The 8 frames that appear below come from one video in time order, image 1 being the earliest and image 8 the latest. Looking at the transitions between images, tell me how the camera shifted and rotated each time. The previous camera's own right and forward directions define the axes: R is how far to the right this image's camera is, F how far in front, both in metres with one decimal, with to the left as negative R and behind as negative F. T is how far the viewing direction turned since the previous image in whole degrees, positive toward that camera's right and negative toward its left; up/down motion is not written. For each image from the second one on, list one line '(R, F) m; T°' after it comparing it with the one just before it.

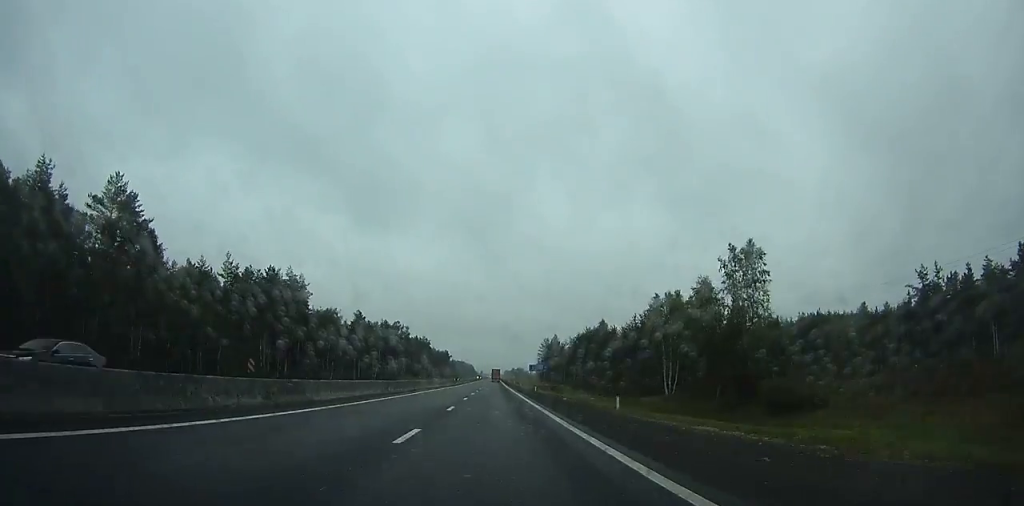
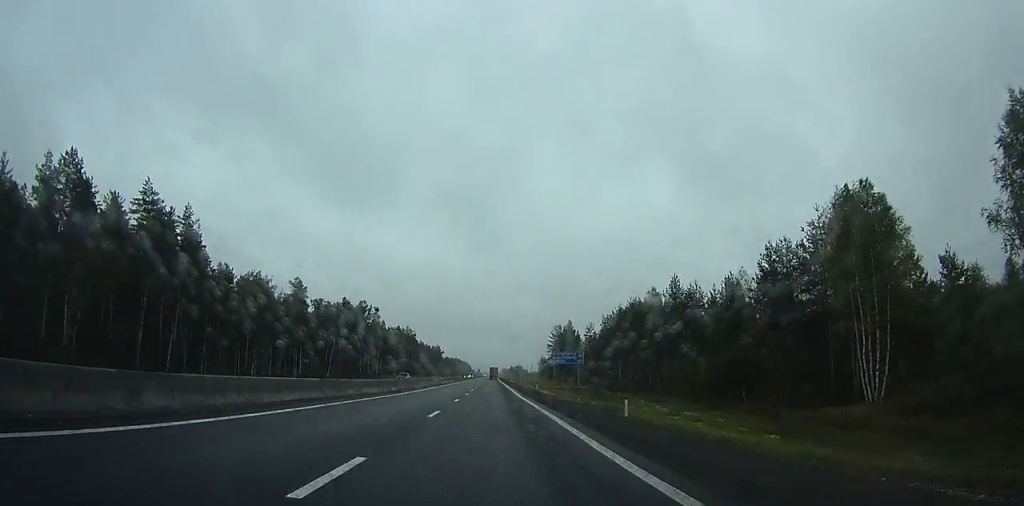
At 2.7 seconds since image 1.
(+0.1, +53.3) m; +1°
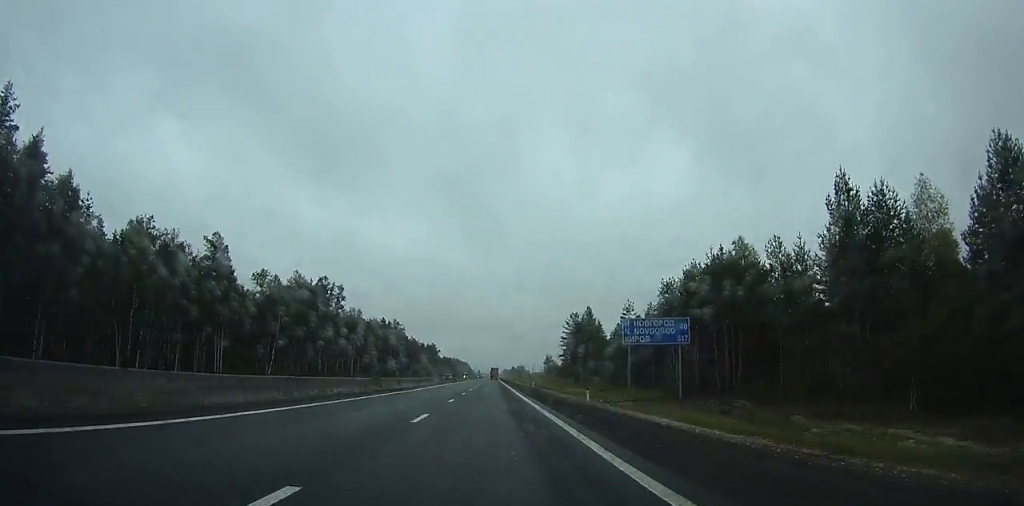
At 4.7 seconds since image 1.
(+0.3, +38.6) m; +1°
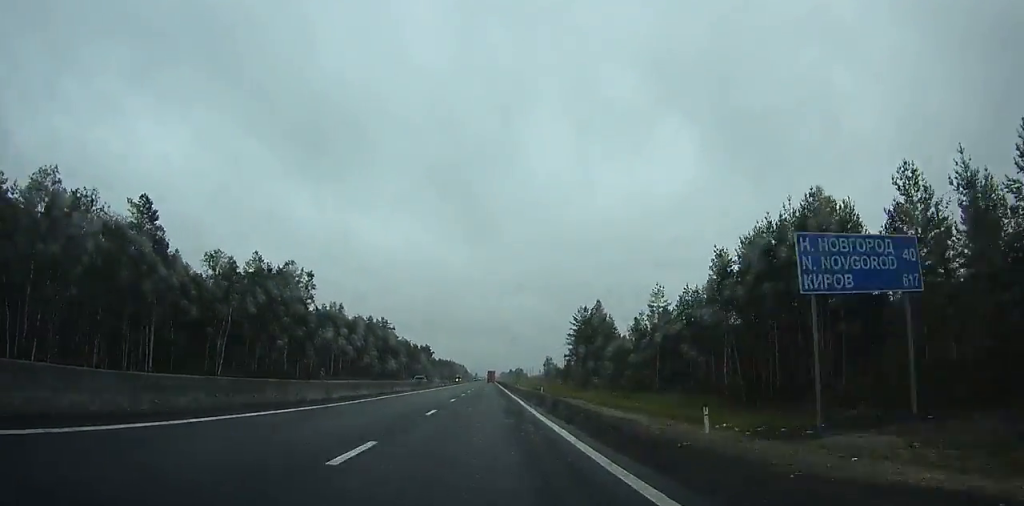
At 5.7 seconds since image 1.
(+0.1, +19.1) m; 0°
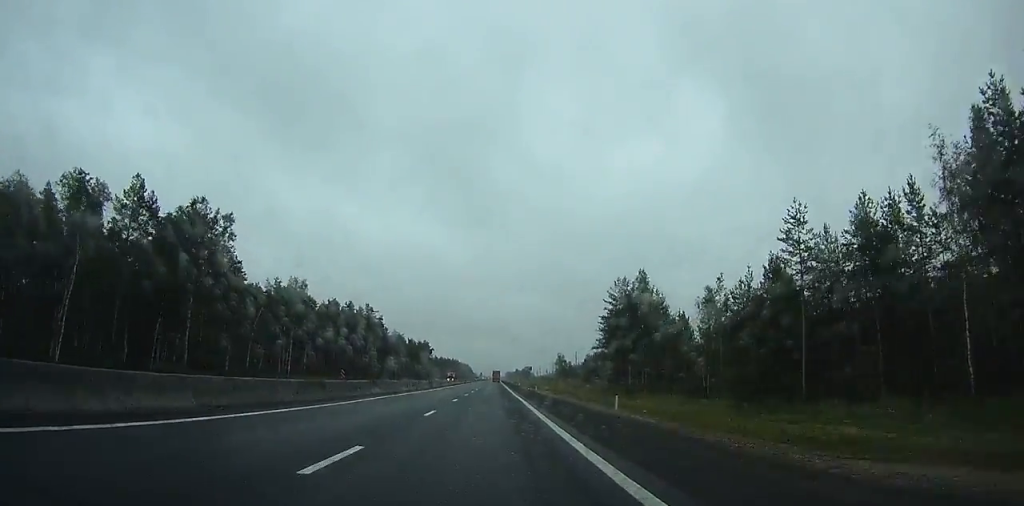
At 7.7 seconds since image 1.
(+0.1, +36.9) m; 0°
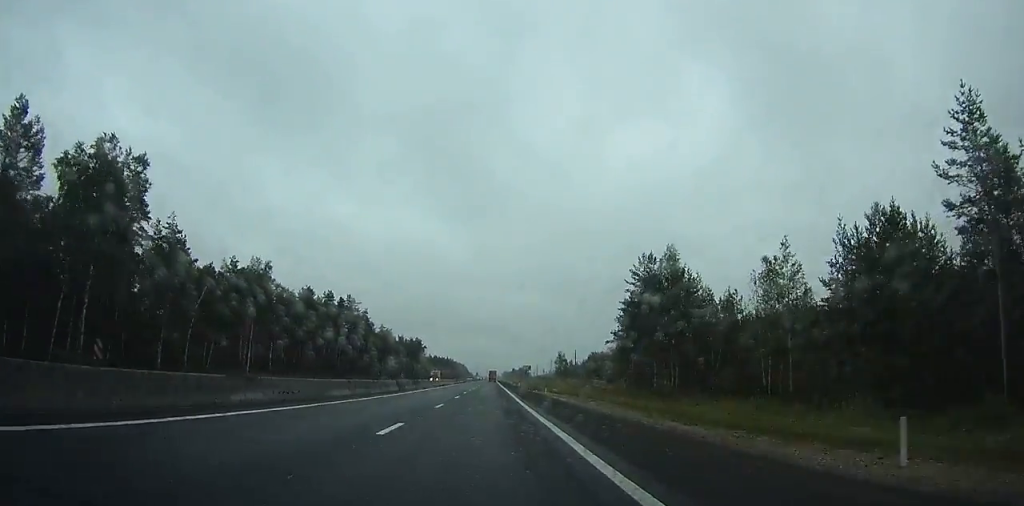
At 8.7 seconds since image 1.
(0.0, +19.1) m; 0°
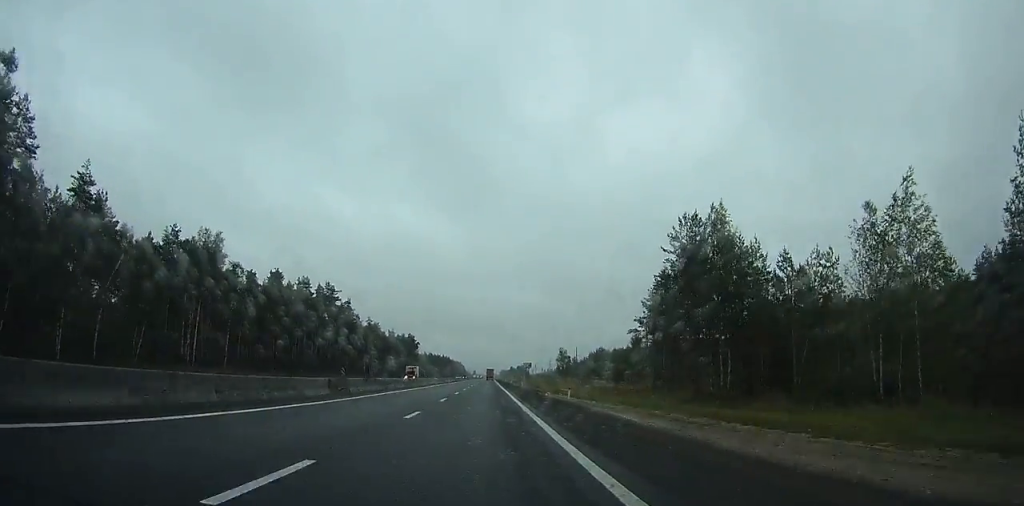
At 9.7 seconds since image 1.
(0.0, +19.0) m; 0°
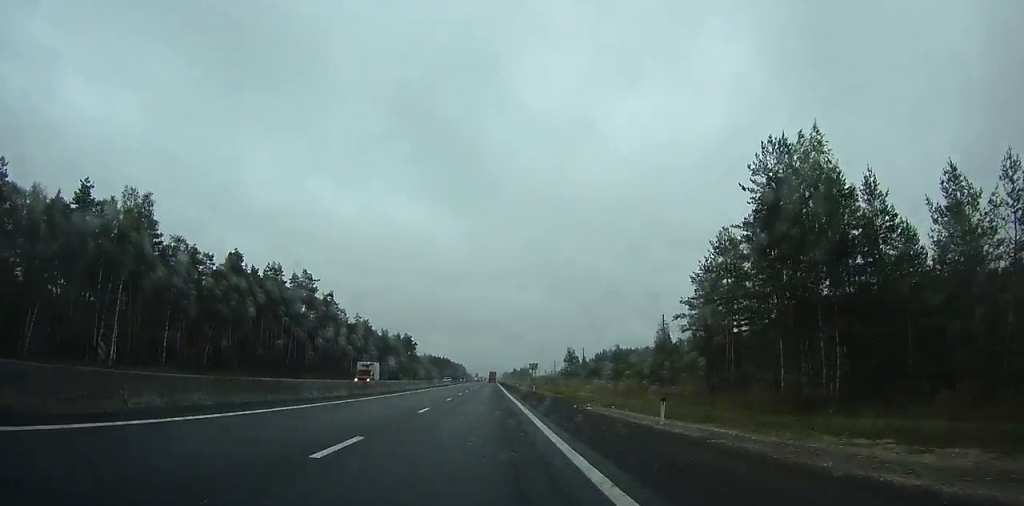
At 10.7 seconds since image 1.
(+0.1, +20.3) m; 0°
